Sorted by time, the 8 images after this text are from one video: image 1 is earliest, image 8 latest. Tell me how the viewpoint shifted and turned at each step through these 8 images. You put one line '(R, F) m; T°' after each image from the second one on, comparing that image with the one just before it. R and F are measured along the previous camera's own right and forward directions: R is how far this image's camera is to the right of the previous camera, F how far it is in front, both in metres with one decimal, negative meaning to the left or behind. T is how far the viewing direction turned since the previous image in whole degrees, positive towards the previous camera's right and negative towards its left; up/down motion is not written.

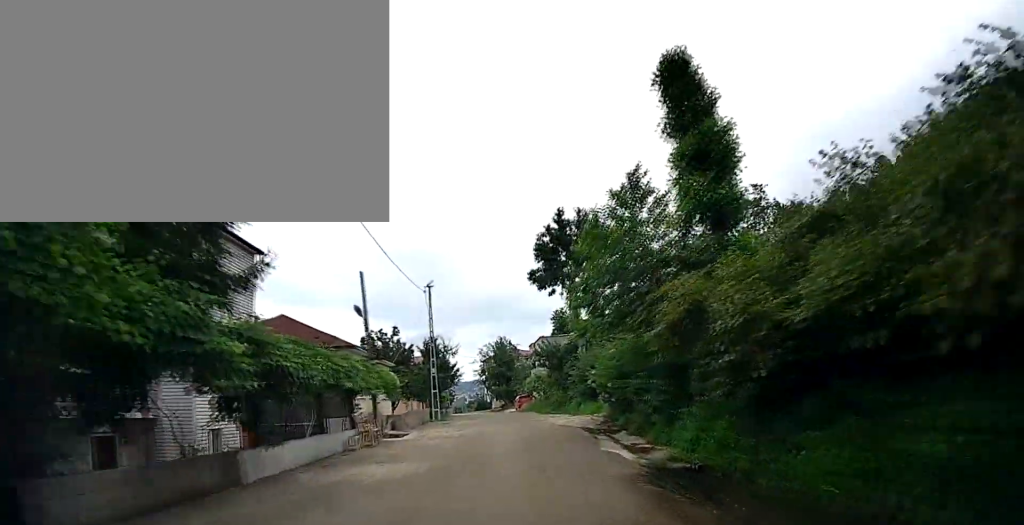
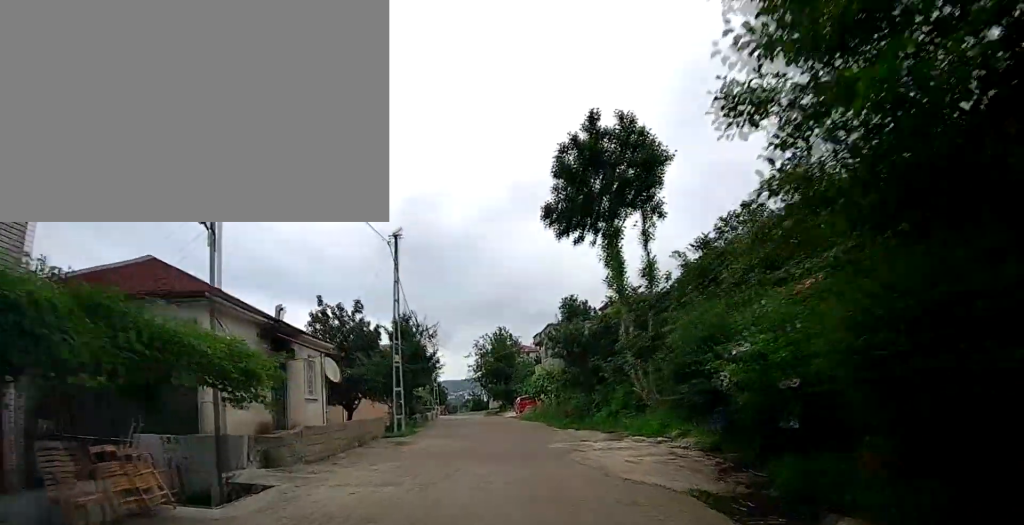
(0.0, +11.0) m; -4°
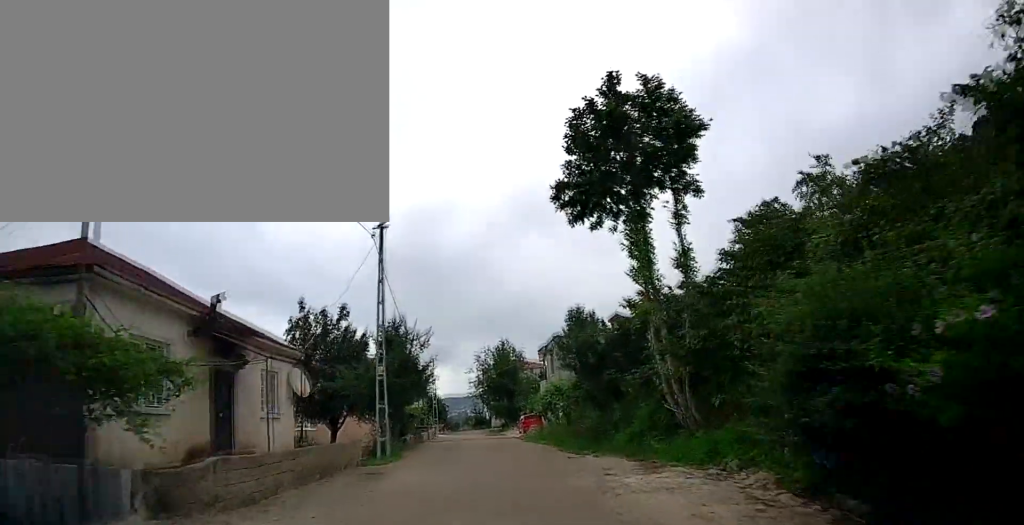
(-0.3, +3.4) m; -1°
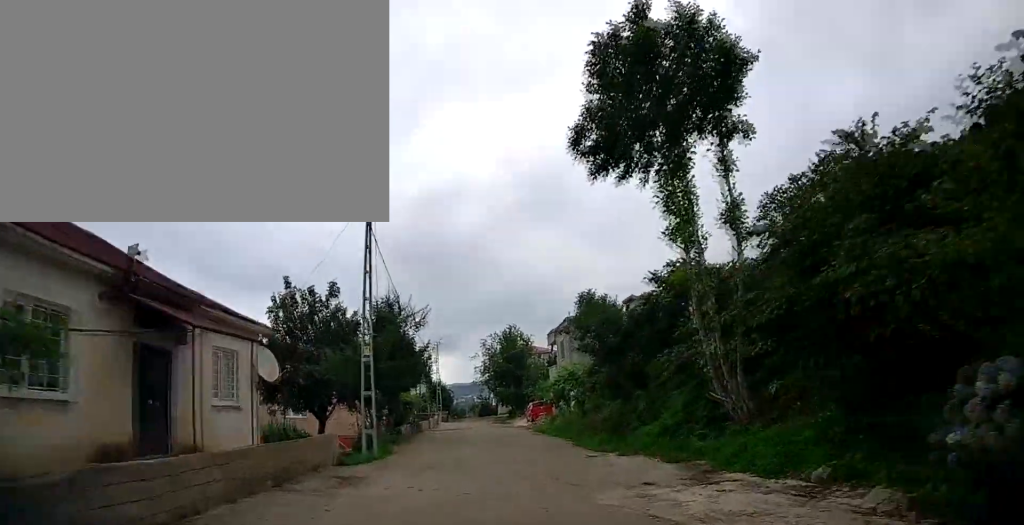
(-0.2, +2.9) m; 0°
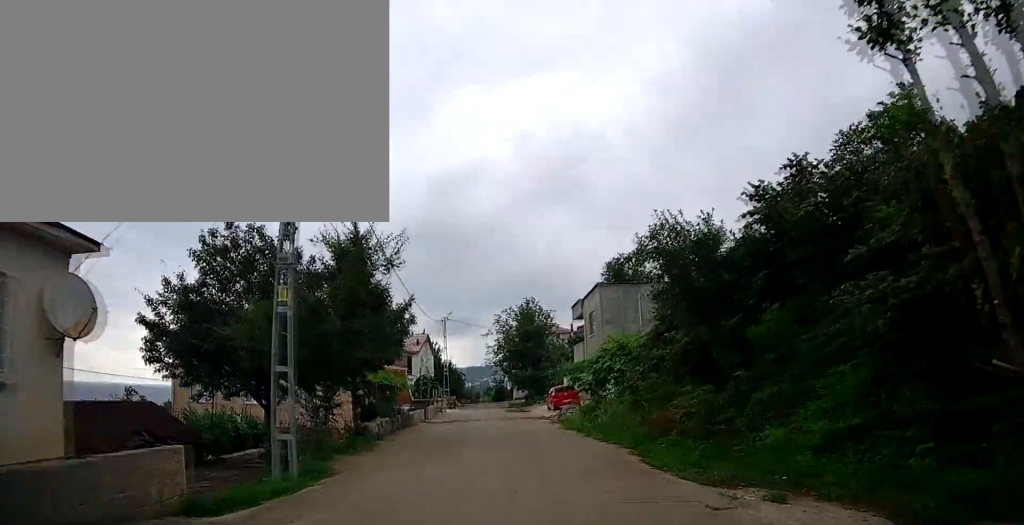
(+0.4, +7.7) m; +2°
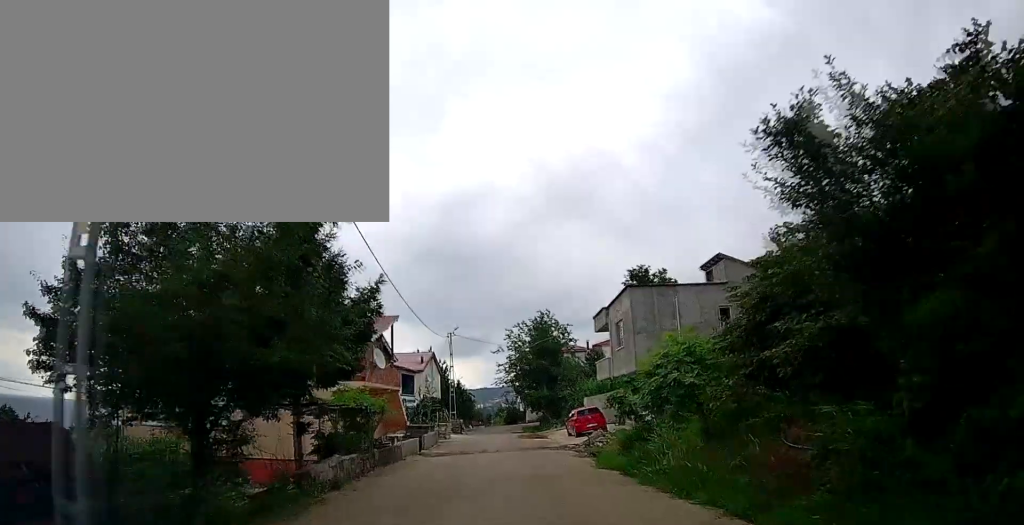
(-0.1, +5.1) m; 0°
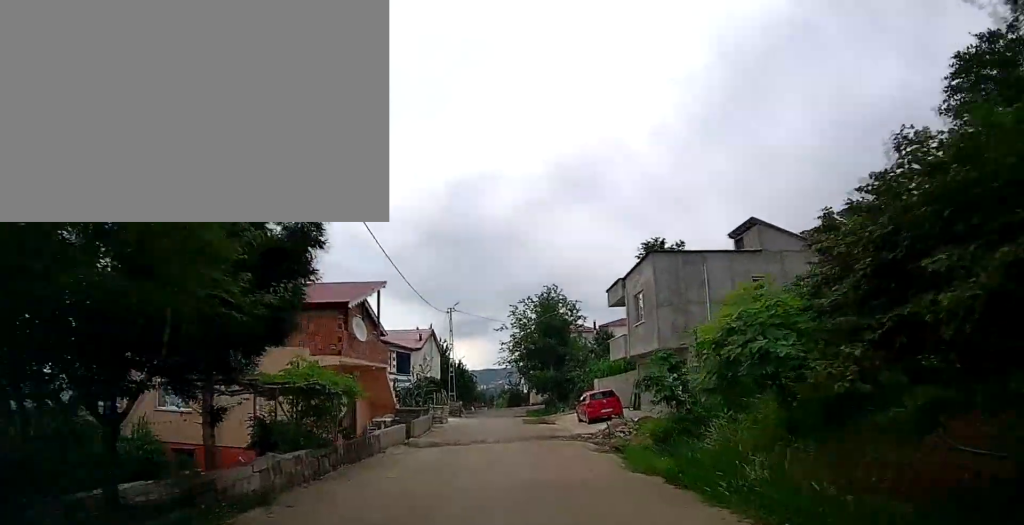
(0.0, +3.4) m; 0°
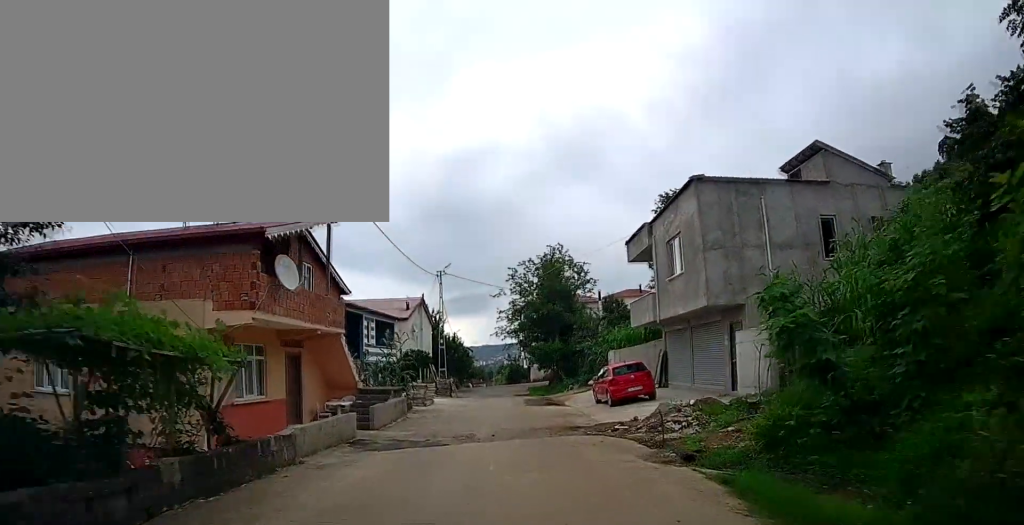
(0.0, +5.9) m; -1°
